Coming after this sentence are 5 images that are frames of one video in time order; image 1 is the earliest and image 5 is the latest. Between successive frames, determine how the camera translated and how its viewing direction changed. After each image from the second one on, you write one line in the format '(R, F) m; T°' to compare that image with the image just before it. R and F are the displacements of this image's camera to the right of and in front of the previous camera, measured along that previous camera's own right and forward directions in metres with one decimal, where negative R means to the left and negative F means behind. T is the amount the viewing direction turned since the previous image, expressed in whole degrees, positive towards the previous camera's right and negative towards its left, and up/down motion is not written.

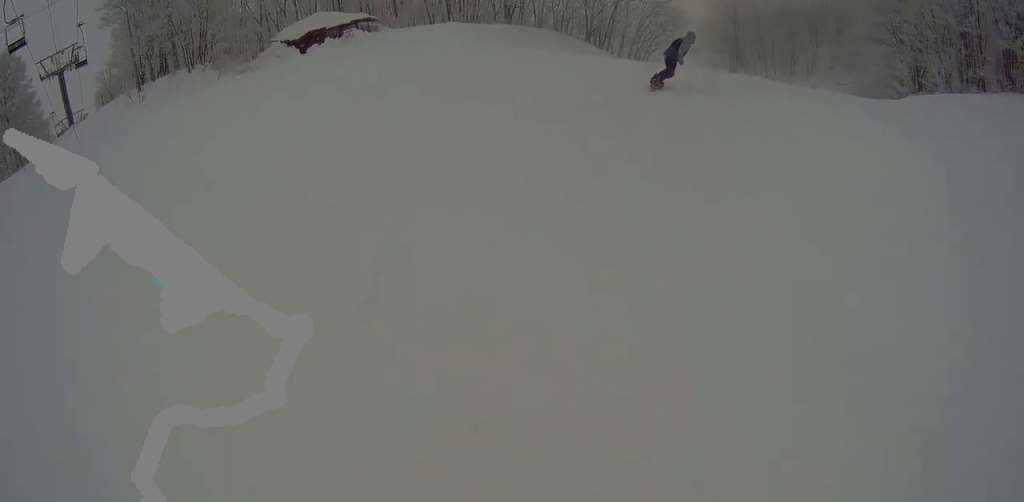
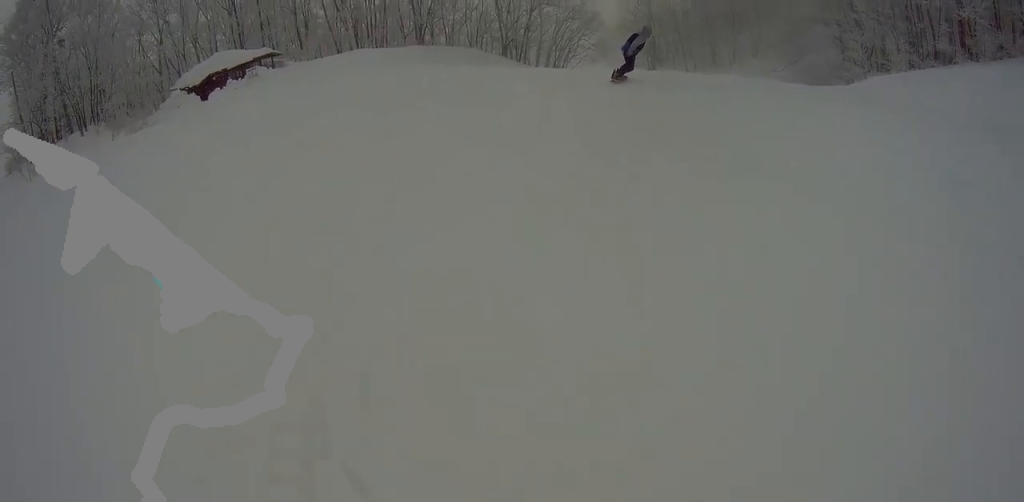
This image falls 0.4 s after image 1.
(-0.8, +3.9) m; +7°
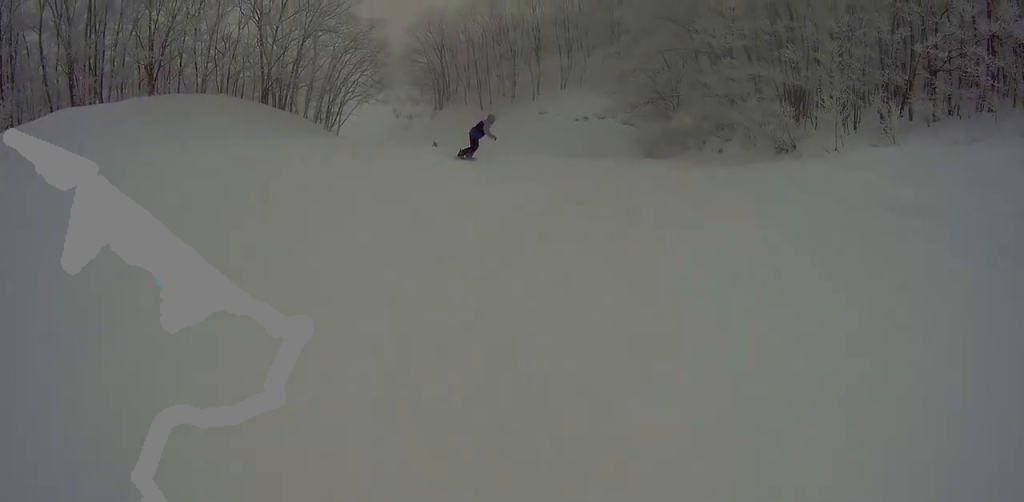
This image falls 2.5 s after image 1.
(+7.1, +15.5) m; +41°
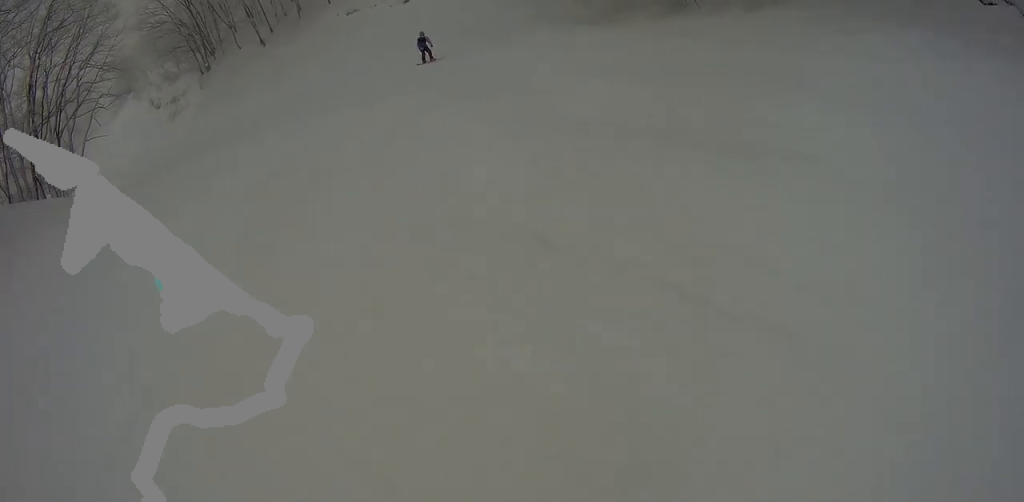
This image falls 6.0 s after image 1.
(+2.7, +27.1) m; +4°
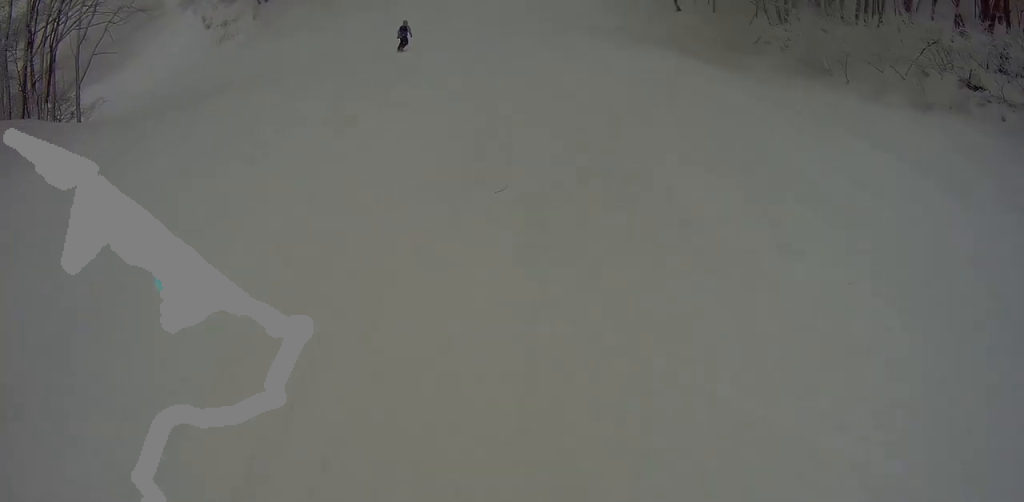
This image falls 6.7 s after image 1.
(-0.7, +5.4) m; +9°
